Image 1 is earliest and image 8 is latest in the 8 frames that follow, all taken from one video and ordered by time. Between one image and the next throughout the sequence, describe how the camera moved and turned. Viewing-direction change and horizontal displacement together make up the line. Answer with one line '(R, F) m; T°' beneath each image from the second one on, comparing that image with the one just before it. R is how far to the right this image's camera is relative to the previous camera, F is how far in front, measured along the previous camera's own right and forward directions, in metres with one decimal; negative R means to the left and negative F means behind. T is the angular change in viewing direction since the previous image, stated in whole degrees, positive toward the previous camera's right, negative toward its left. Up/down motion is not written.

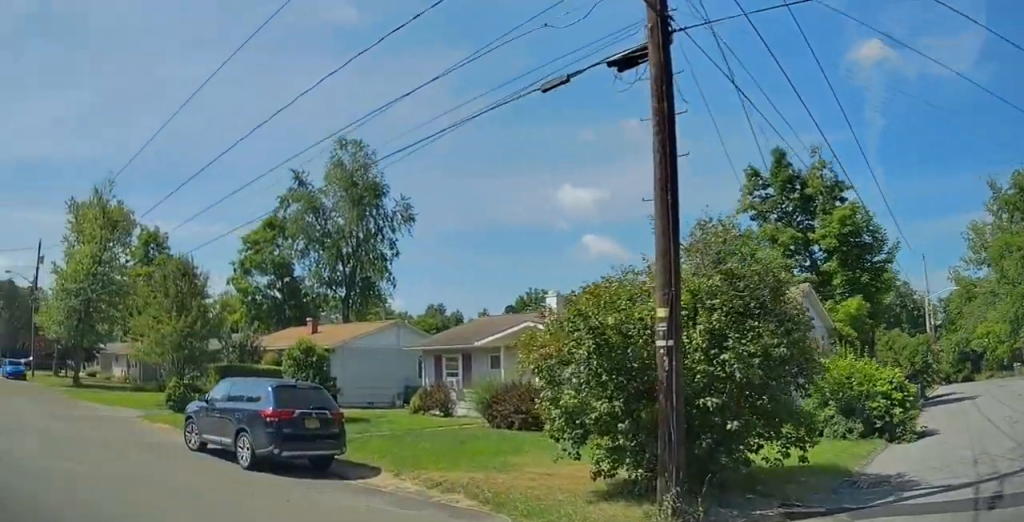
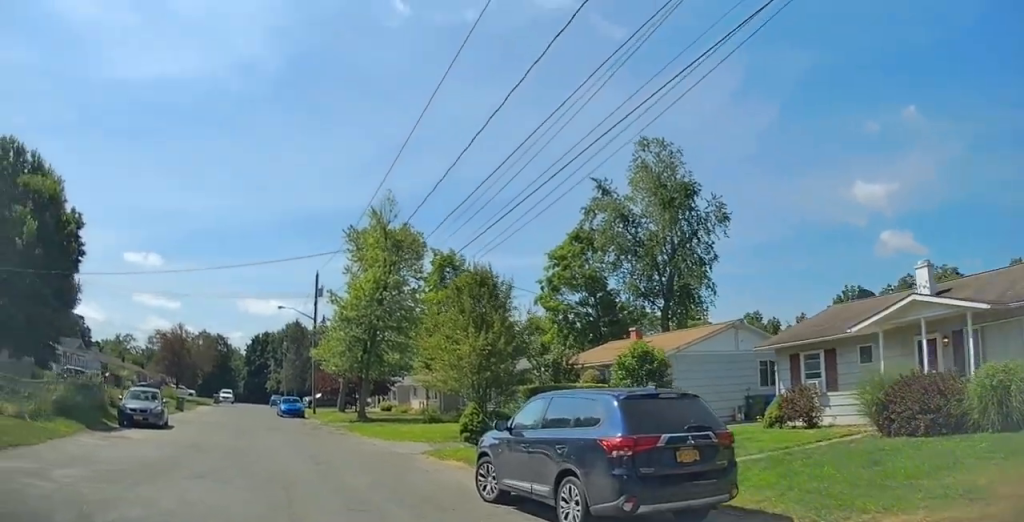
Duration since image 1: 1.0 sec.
(-0.2, +5.6) m; -6°
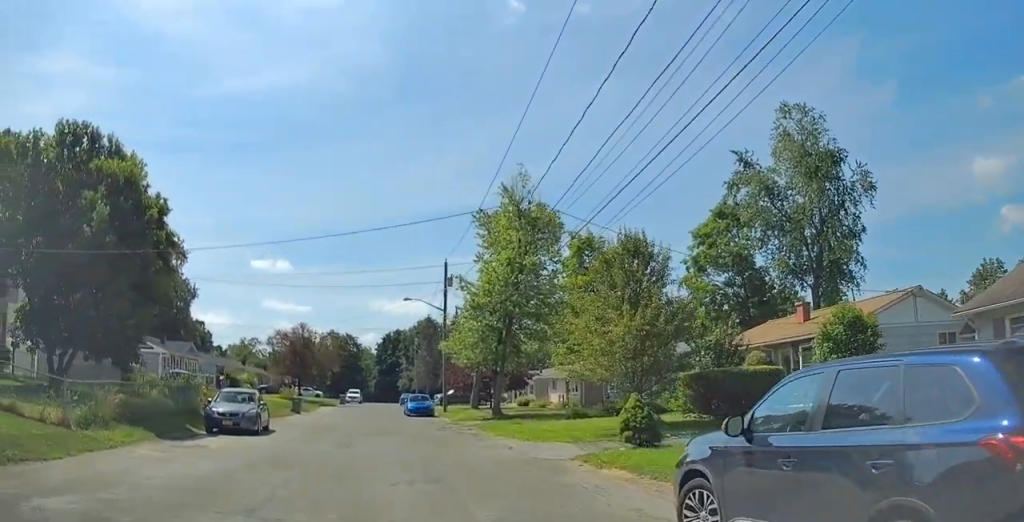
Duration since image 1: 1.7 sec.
(-0.1, +4.4) m; -4°
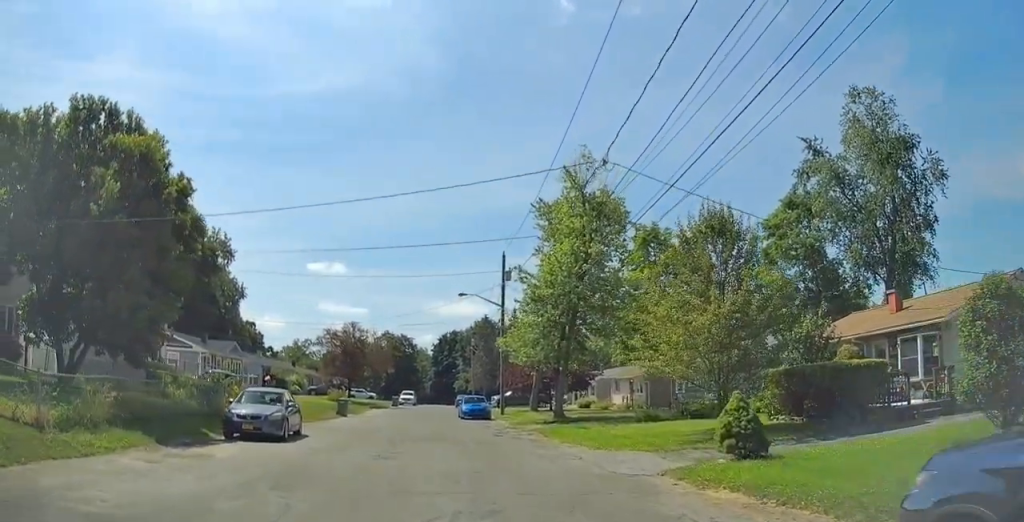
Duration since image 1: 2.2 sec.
(-0.2, +3.5) m; -4°
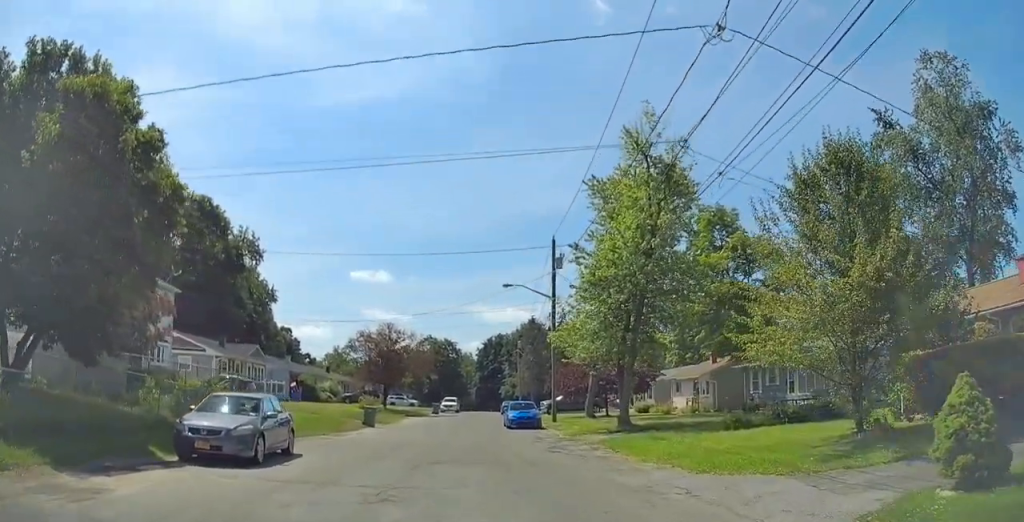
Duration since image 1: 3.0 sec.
(-0.3, +6.3) m; -2°
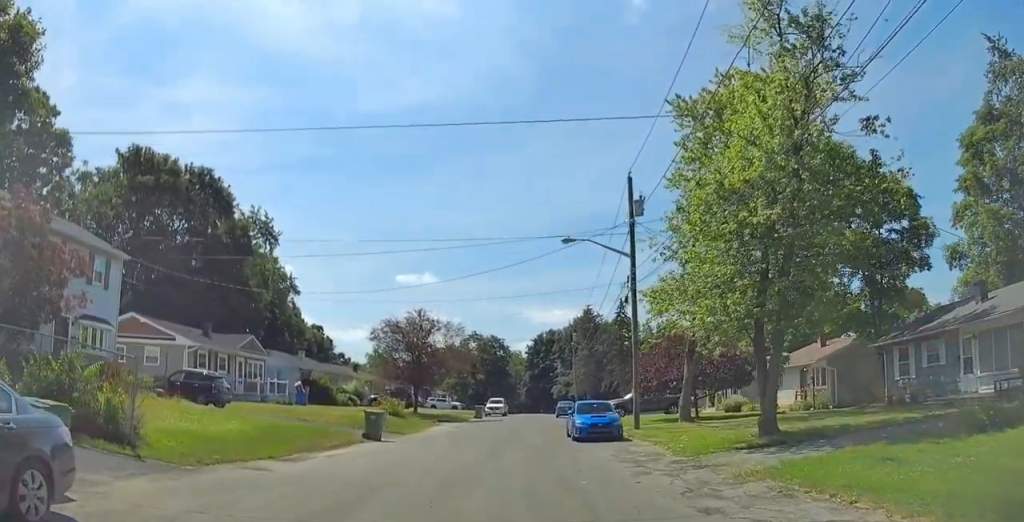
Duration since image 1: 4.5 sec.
(0.0, +12.0) m; -1°
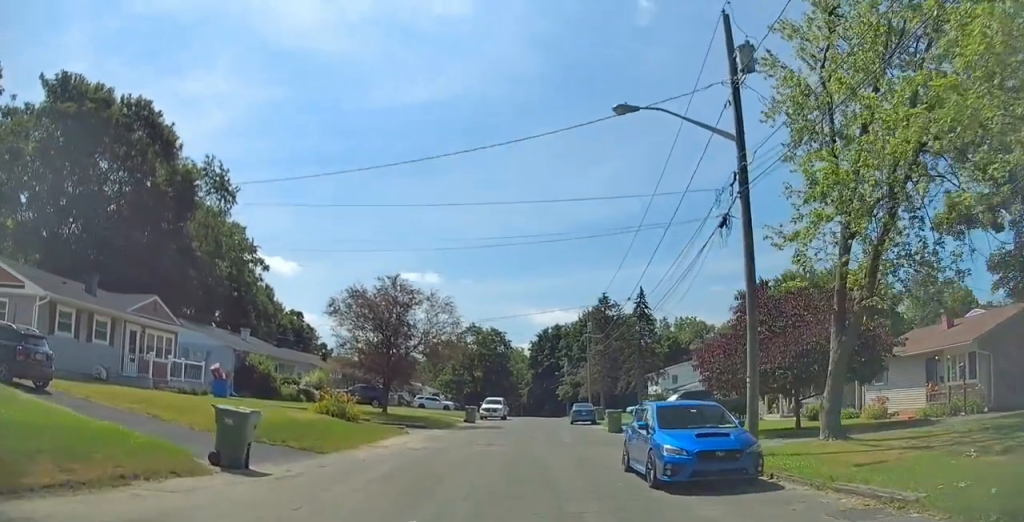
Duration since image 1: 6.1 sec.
(+0.3, +14.0) m; +3°
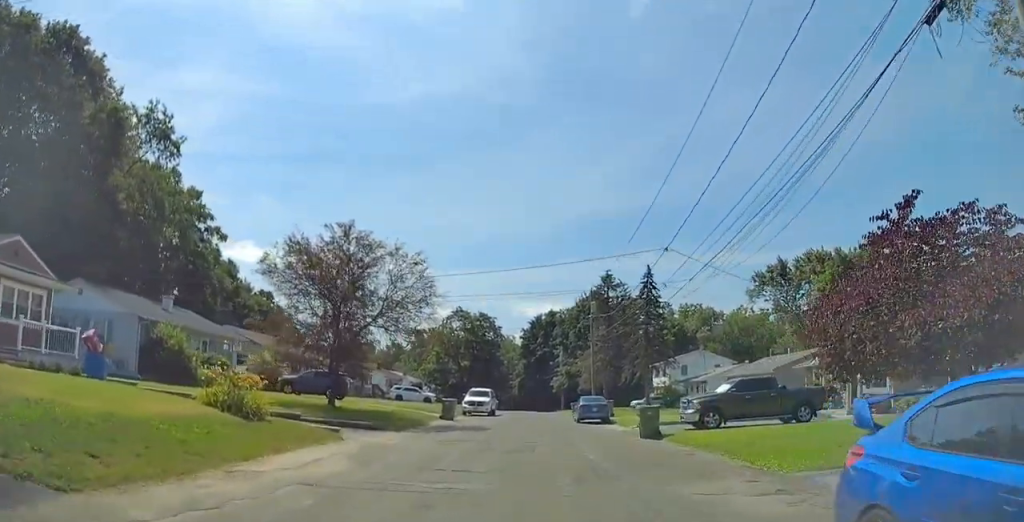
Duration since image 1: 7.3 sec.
(-0.1, +10.1) m; +1°
